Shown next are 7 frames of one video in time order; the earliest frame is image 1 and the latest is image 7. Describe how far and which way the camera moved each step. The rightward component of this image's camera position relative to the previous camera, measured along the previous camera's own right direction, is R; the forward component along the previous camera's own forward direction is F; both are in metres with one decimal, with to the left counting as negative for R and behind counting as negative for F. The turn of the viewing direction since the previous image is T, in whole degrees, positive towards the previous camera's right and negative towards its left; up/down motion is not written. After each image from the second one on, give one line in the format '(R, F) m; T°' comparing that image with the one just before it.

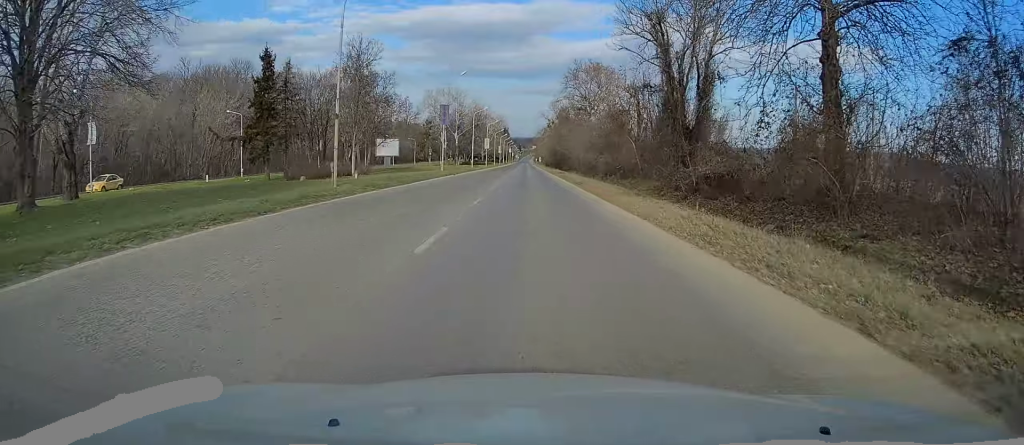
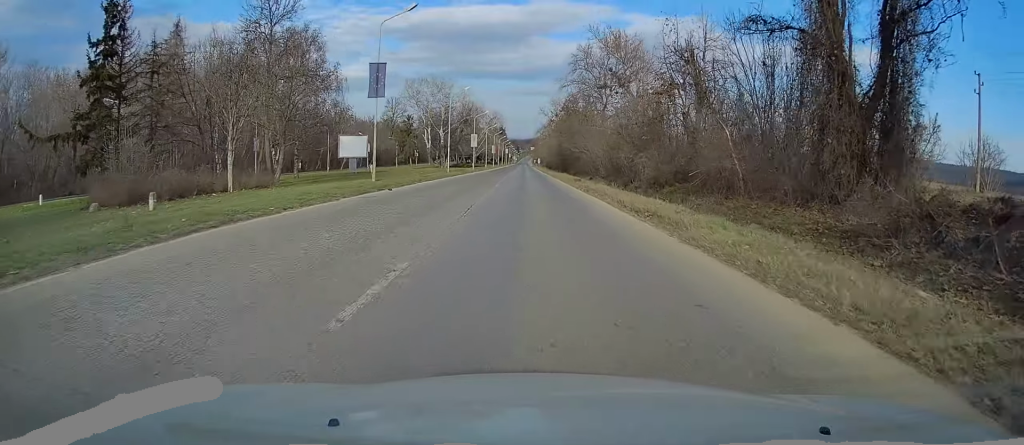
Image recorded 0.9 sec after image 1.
(-0.1, +21.3) m; 0°
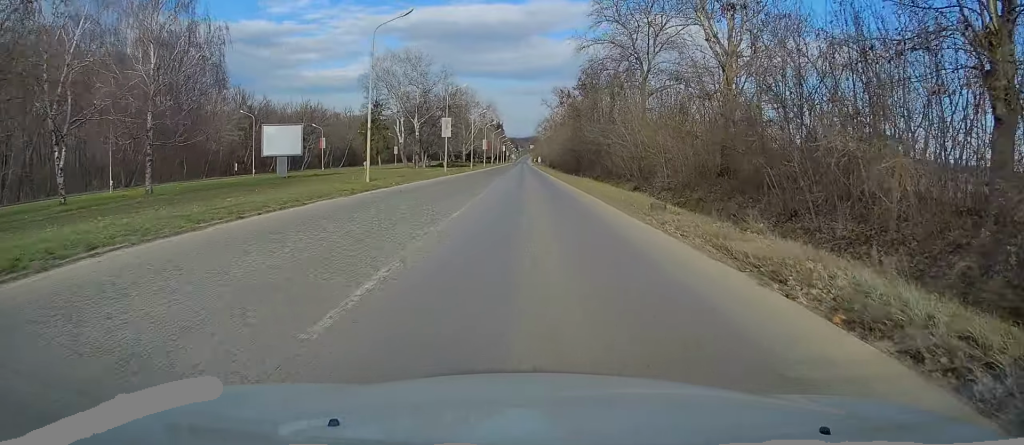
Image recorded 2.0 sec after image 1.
(+0.1, +26.8) m; 0°
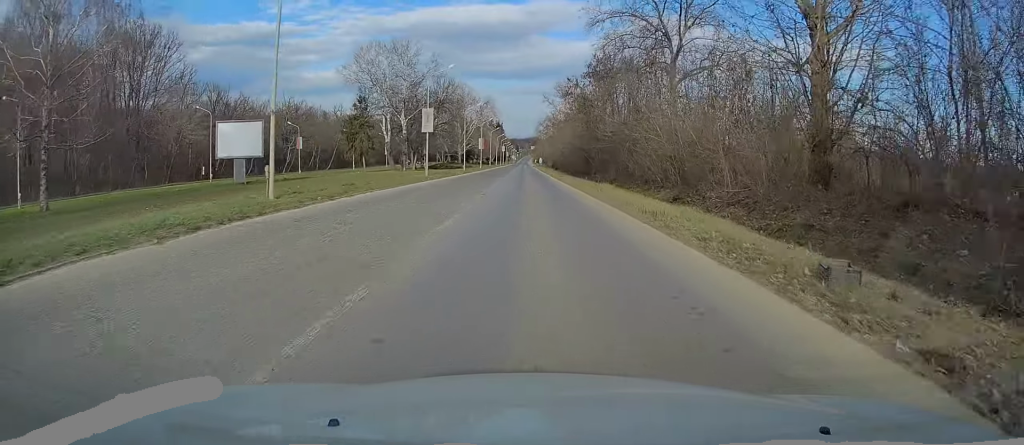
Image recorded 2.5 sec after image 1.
(0.0, +10.2) m; 0°
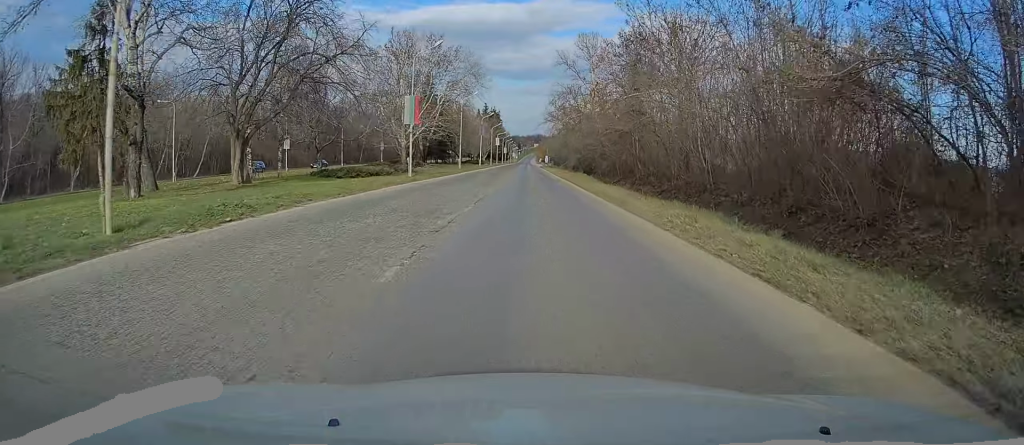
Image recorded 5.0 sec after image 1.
(0.0, +59.7) m; 0°
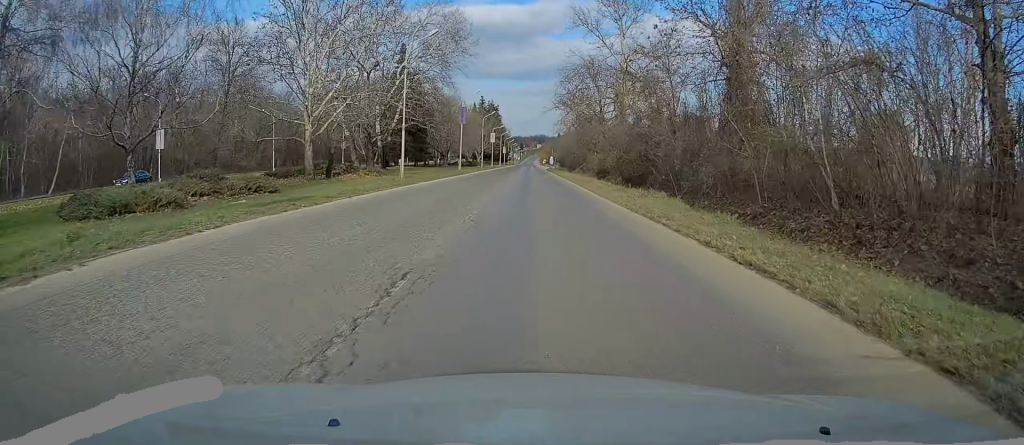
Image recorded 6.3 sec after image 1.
(-0.2, +29.7) m; 0°
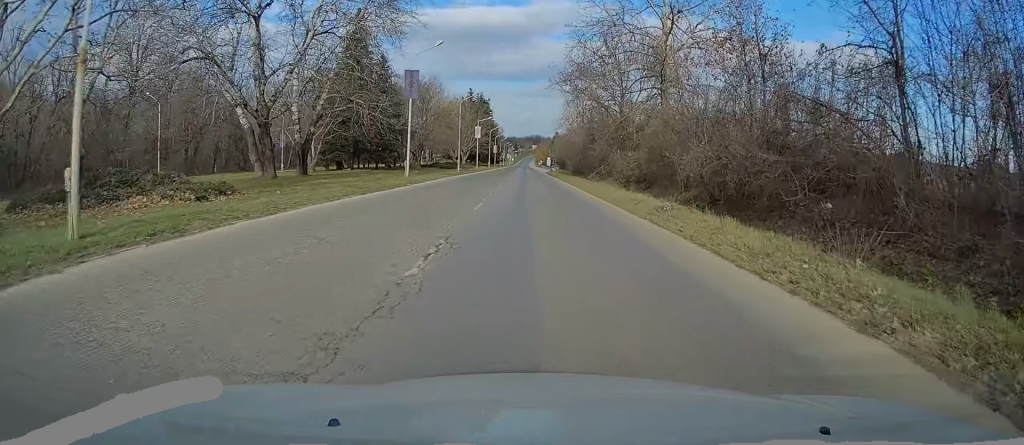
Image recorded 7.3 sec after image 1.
(+0.2, +23.9) m; 0°
